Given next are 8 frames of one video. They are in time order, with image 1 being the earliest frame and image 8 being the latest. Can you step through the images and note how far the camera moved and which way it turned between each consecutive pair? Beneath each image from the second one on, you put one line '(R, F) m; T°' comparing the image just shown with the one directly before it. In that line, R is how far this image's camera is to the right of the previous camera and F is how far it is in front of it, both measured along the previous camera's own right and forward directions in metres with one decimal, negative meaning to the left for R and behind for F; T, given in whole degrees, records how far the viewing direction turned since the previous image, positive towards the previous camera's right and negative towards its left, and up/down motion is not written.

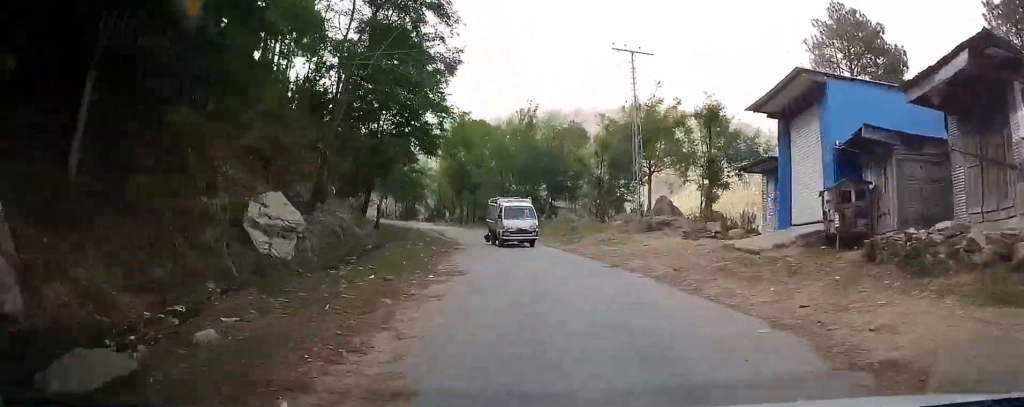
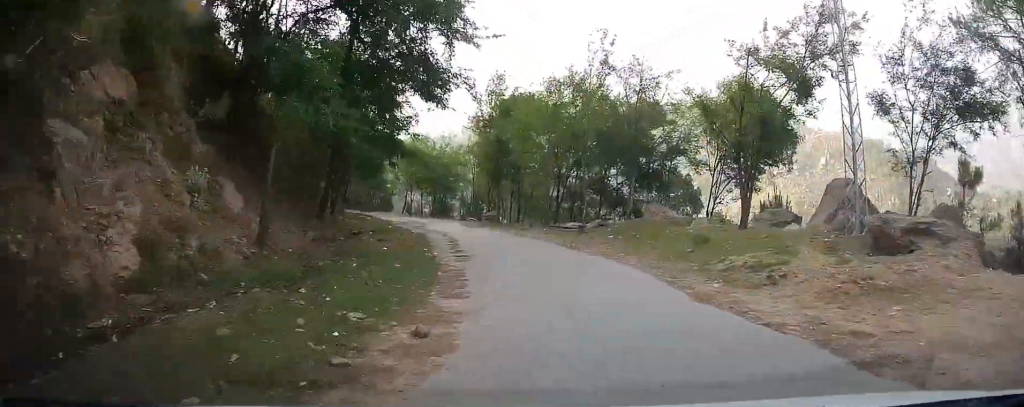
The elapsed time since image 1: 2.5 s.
(-1.1, +16.9) m; -4°
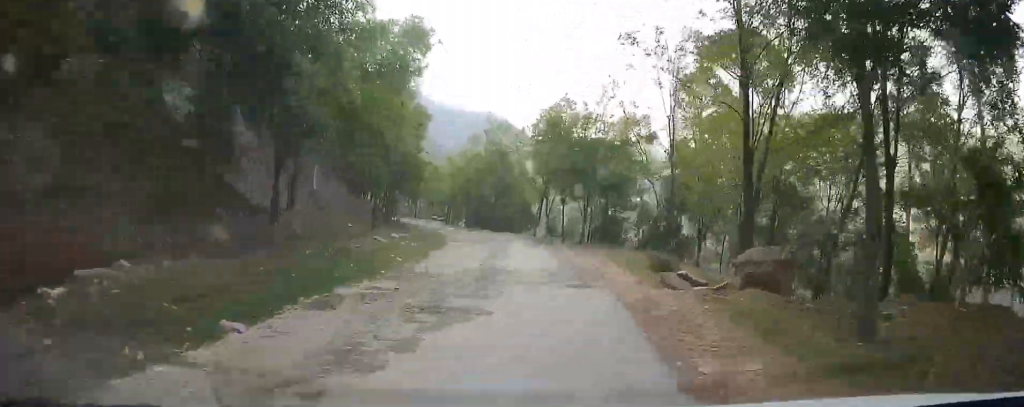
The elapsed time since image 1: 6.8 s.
(-3.2, +29.7) m; -15°
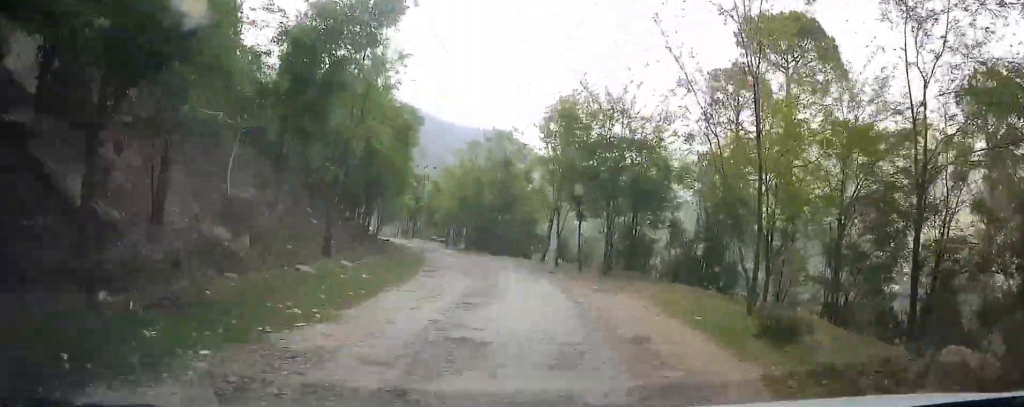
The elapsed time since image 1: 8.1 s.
(-0.4, +8.9) m; -4°
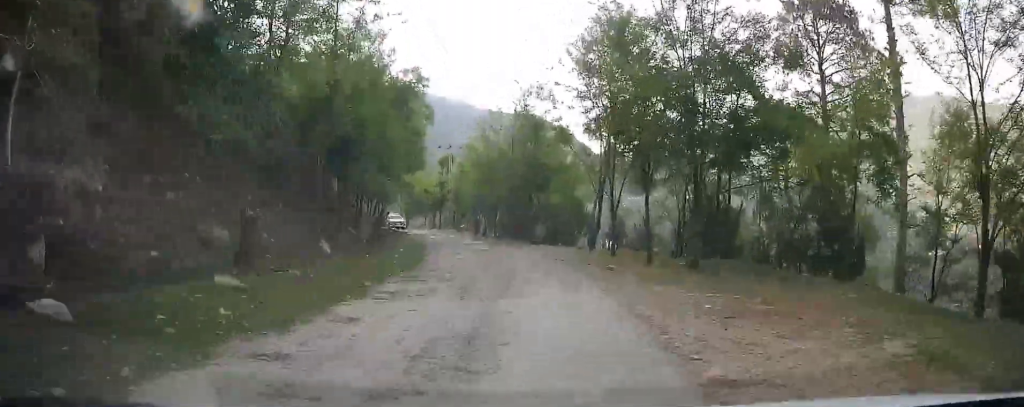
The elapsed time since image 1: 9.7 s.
(-0.4, +11.9) m; -5°
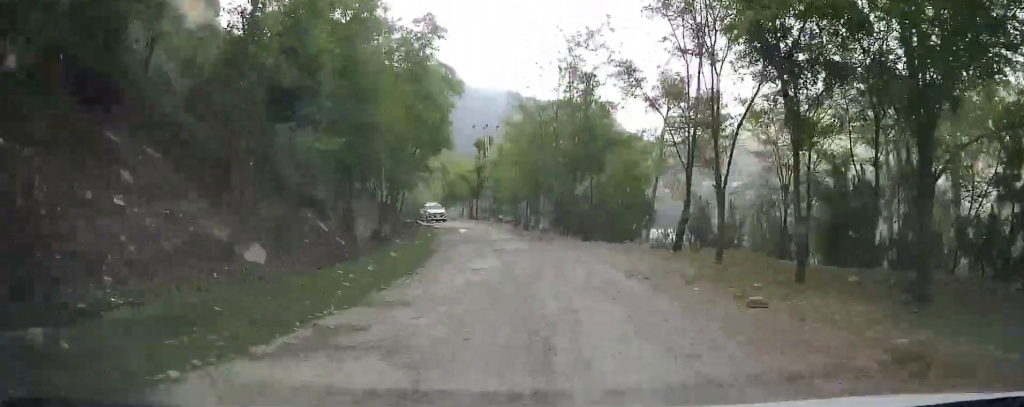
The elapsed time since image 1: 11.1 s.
(-0.4, +10.0) m; -3°
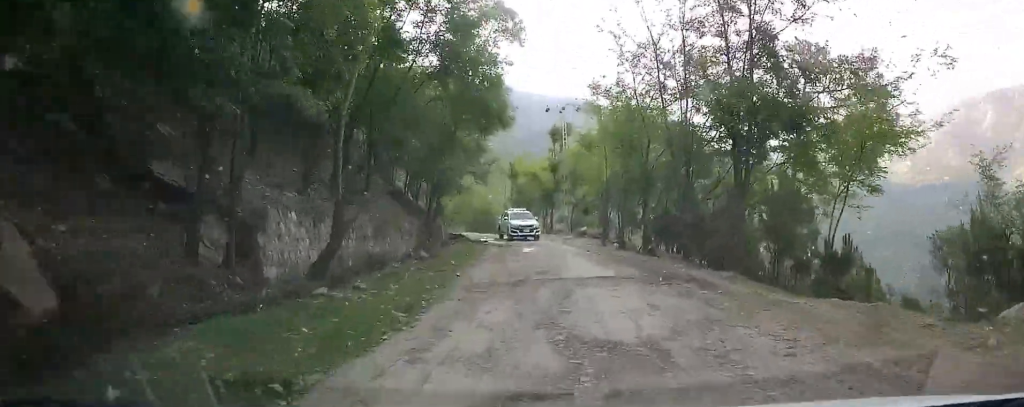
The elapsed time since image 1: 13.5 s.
(-0.5, +10.3) m; -5°
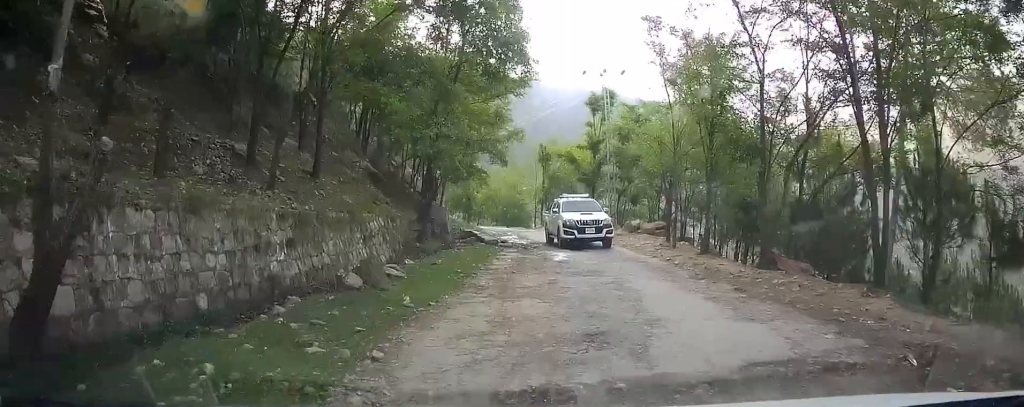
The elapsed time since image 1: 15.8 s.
(-0.4, +6.8) m; -9°
